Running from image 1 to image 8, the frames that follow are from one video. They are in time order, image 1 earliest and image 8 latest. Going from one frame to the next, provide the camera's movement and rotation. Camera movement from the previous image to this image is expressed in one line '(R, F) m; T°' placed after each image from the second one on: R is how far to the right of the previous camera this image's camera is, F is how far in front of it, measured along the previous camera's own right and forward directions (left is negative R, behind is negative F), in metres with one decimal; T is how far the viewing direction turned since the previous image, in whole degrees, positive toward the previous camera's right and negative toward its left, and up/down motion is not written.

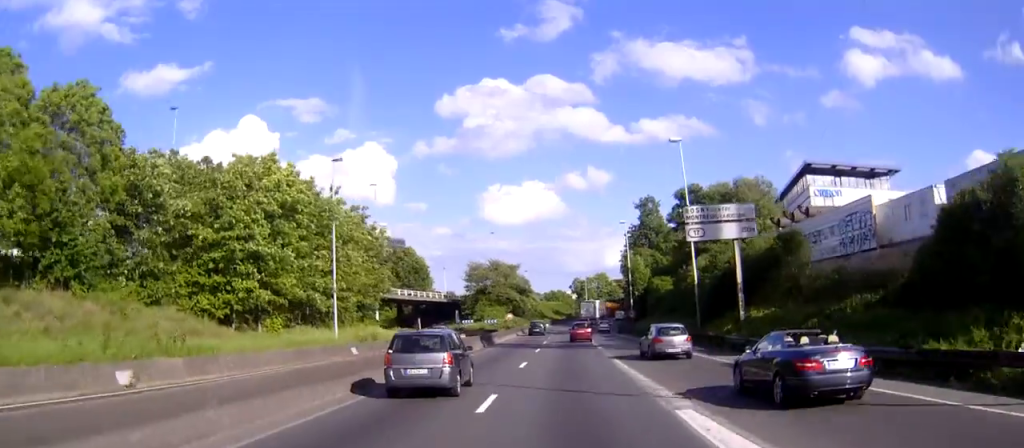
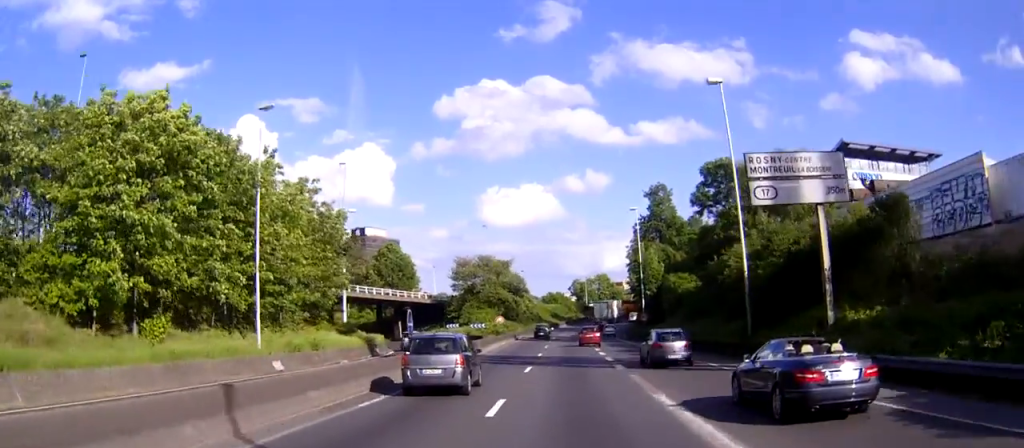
(0.0, +13.5) m; 0°
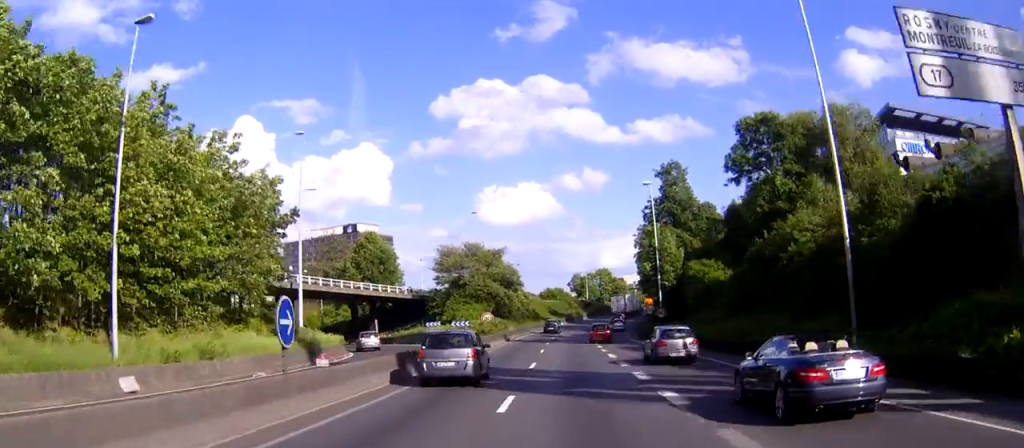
(+0.1, +13.3) m; +1°
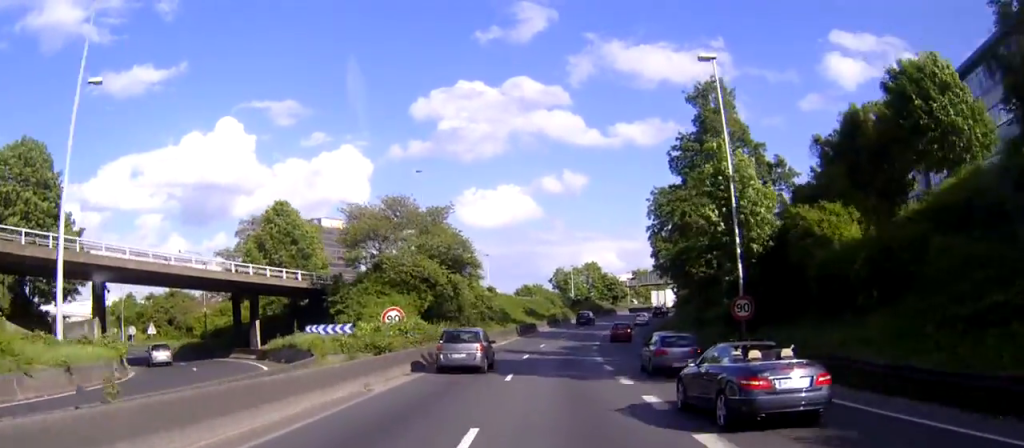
(+0.3, +32.4) m; 0°
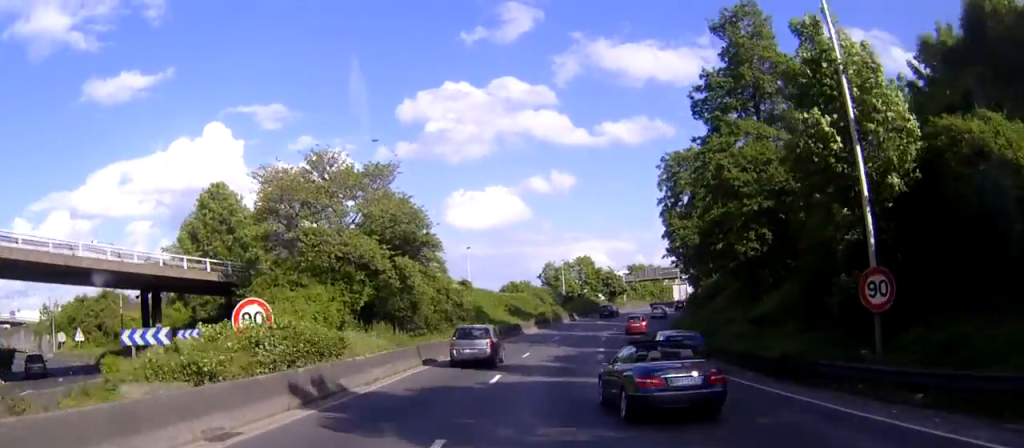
(-0.1, +14.5) m; -1°
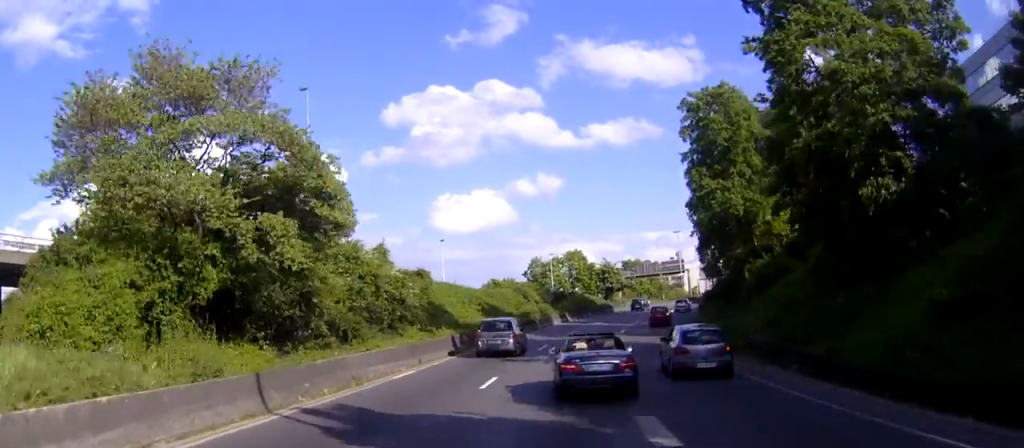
(-0.3, +15.7) m; +1°
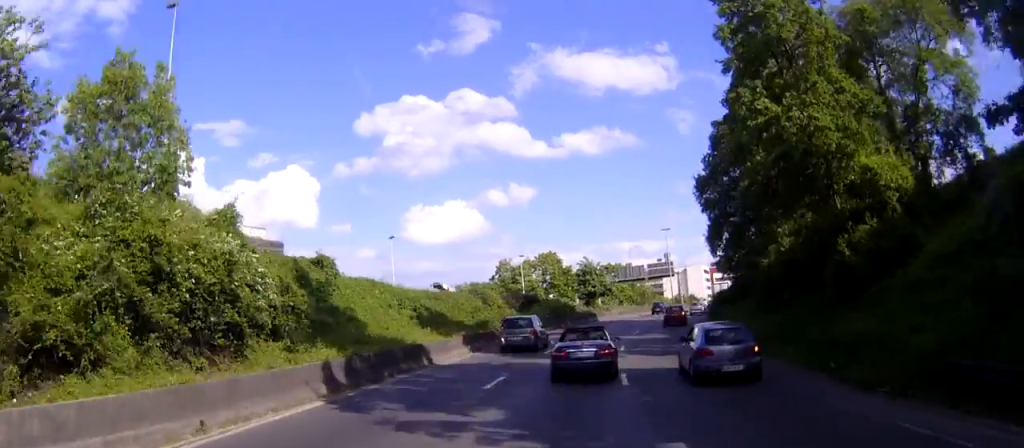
(+0.4, +15.8) m; +4°
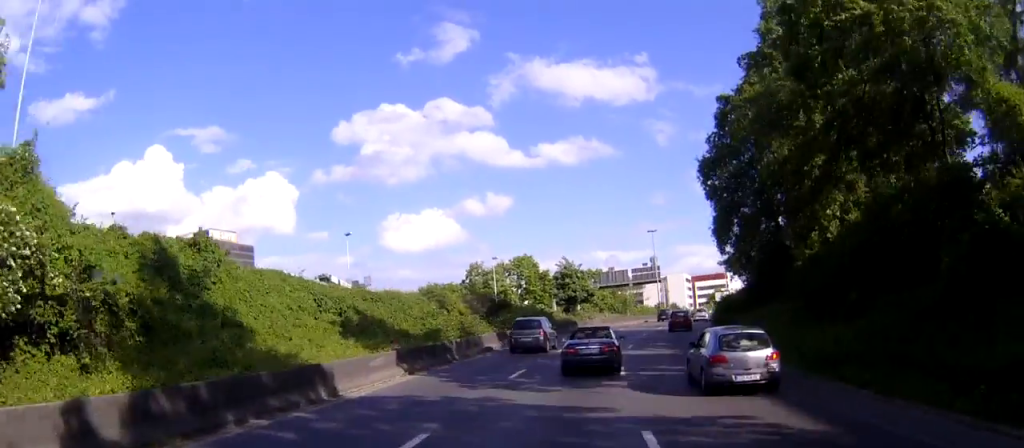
(+0.3, +9.7) m; +2°
